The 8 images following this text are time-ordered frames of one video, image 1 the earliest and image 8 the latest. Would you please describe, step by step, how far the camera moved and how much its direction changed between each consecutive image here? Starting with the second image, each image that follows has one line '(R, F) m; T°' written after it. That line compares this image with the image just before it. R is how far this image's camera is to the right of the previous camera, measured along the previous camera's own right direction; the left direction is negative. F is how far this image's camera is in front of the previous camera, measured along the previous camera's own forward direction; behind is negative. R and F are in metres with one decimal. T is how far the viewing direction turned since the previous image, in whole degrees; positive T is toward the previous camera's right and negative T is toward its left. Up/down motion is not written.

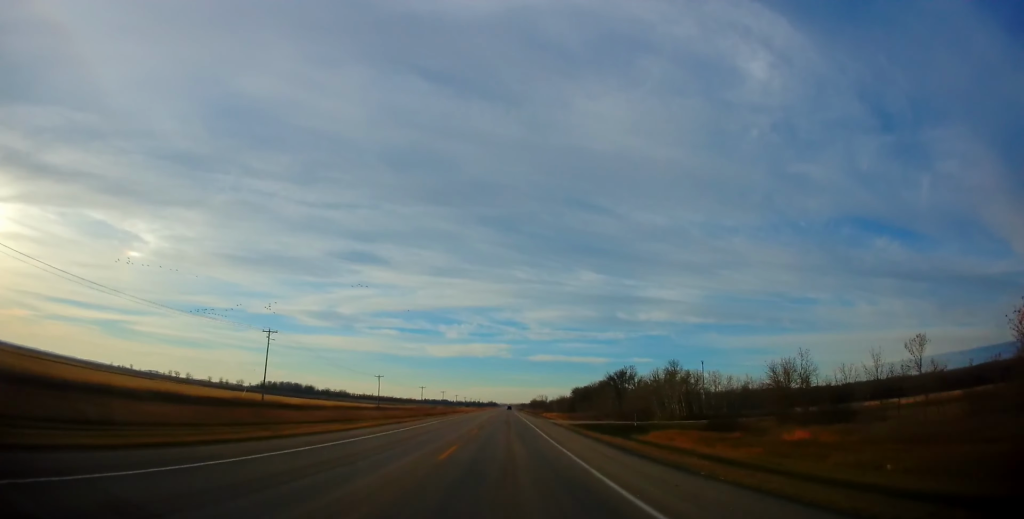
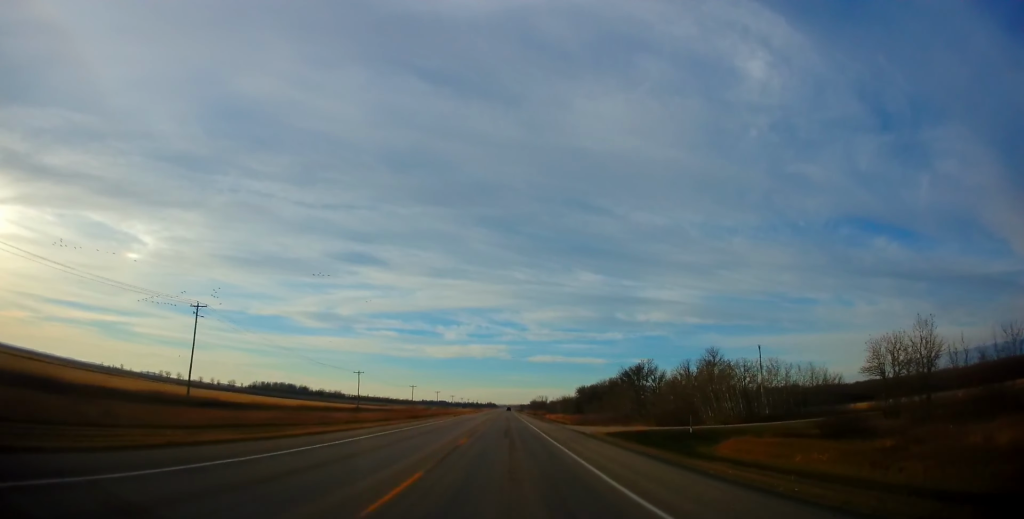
(0.0, +19.0) m; 0°
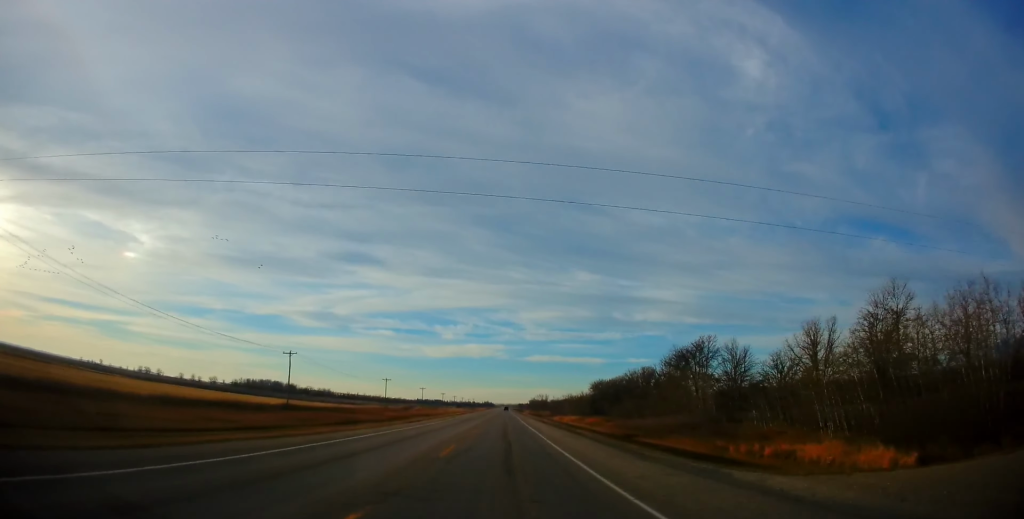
(+0.1, +45.8) m; 0°
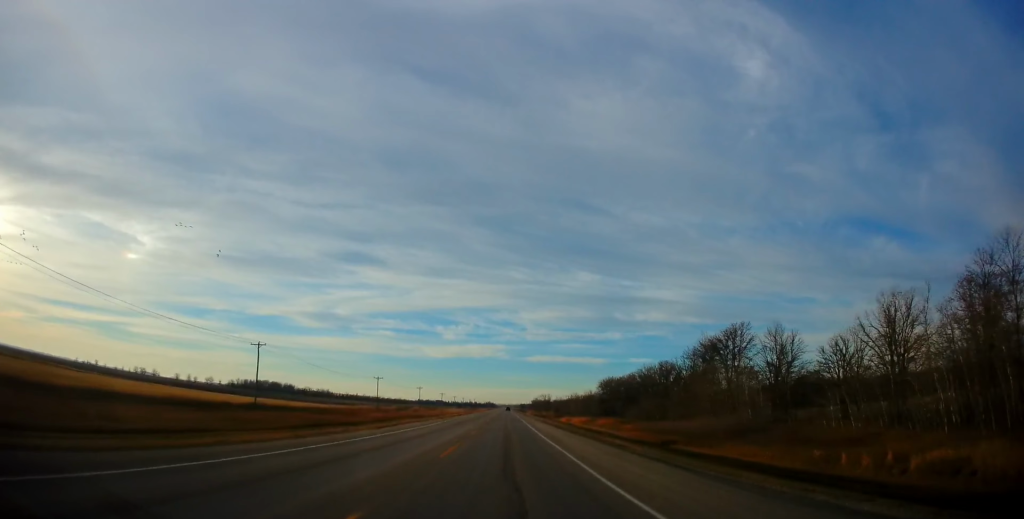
(0.0, +14.6) m; 0°
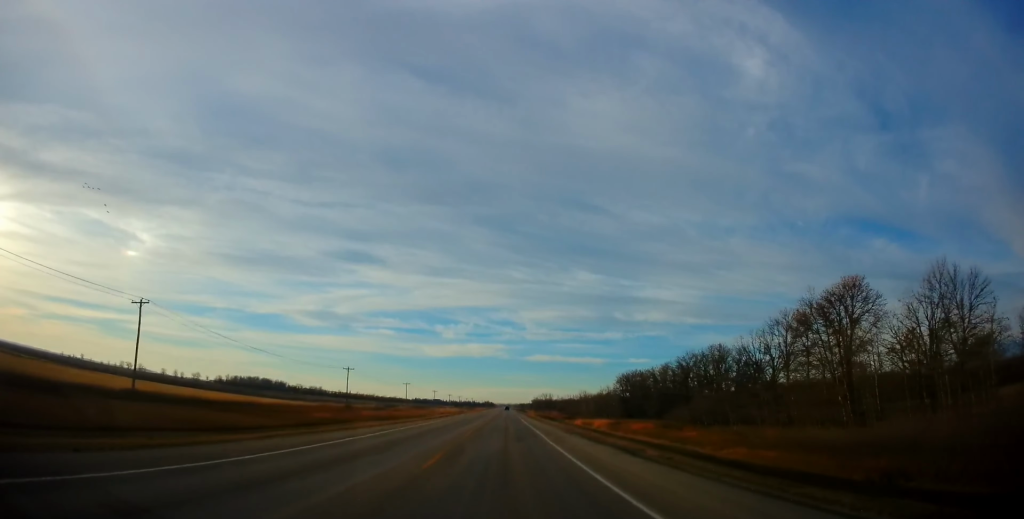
(-0.1, +30.0) m; 0°
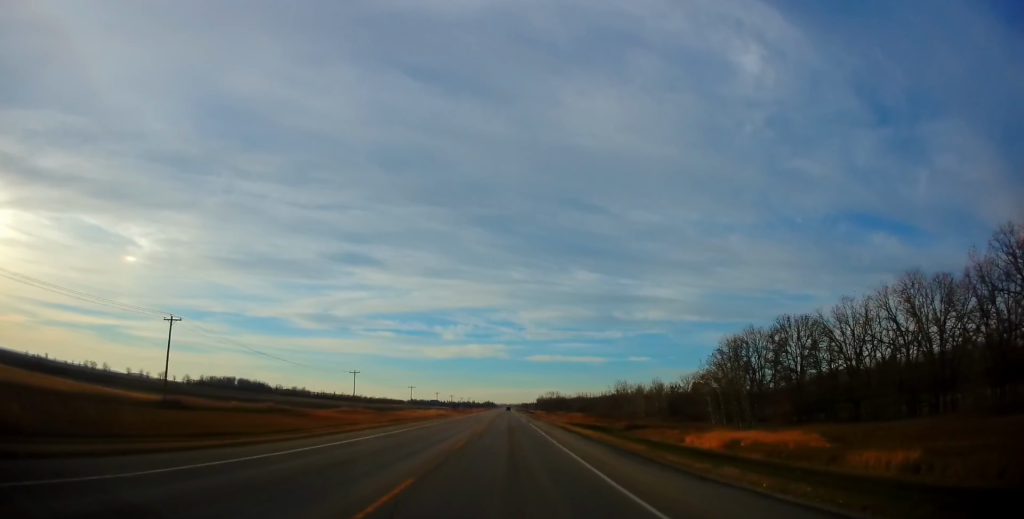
(-0.2, +69.6) m; -1°
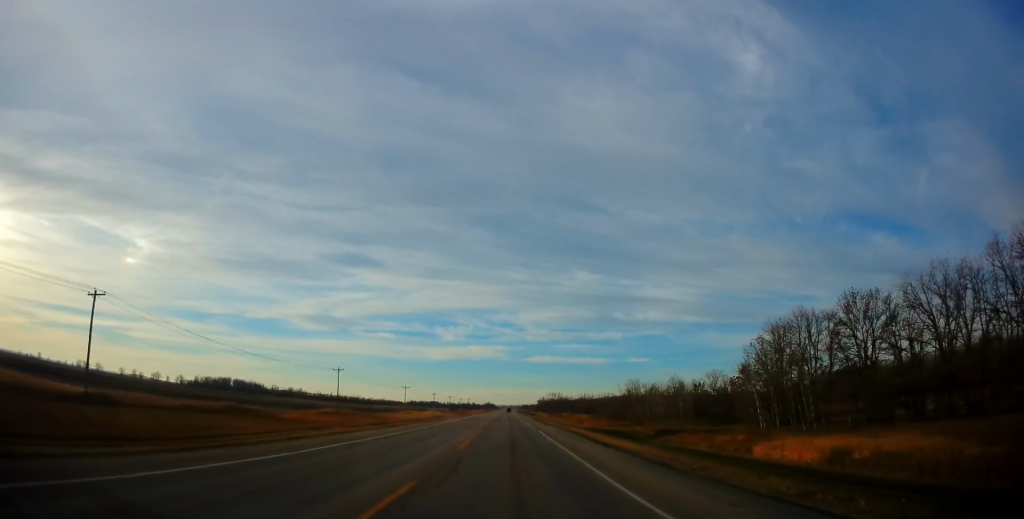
(-0.1, +12.8) m; 0°
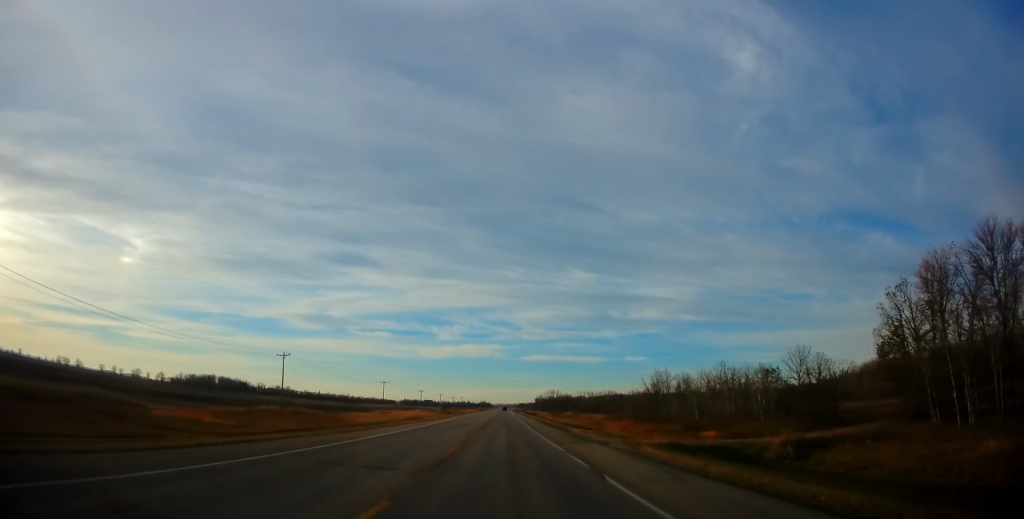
(+0.3, +27.2) m; +1°
